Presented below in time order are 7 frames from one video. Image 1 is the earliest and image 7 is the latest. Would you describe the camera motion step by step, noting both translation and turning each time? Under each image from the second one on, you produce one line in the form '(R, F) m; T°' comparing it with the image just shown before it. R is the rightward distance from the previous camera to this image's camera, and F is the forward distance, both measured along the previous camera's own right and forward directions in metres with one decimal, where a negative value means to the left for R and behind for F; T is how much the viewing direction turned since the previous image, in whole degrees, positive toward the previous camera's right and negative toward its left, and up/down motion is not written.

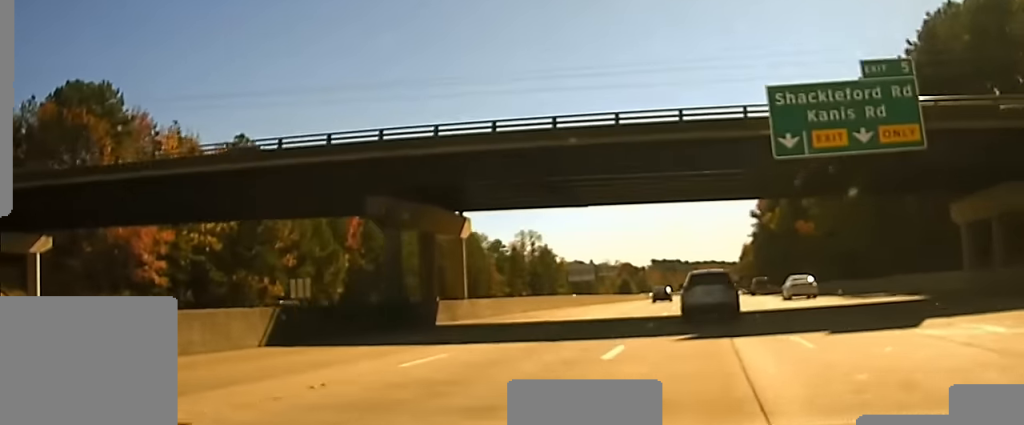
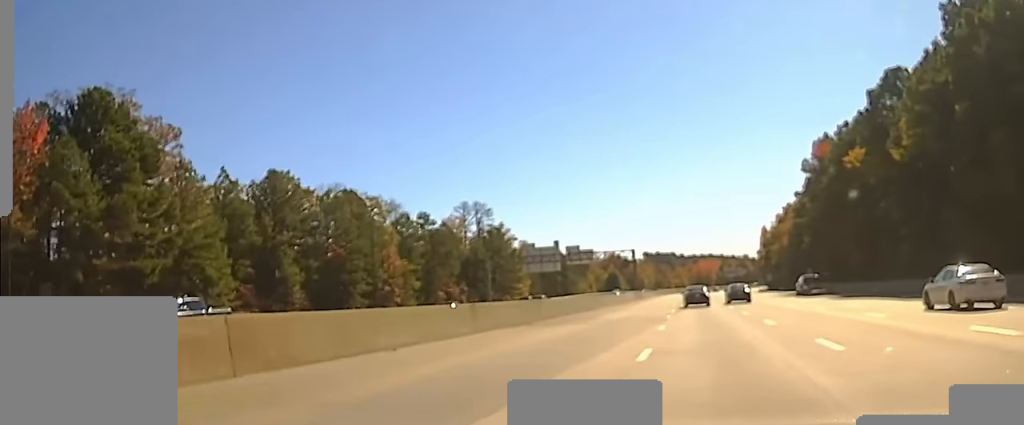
(+0.3, +65.8) m; +1°
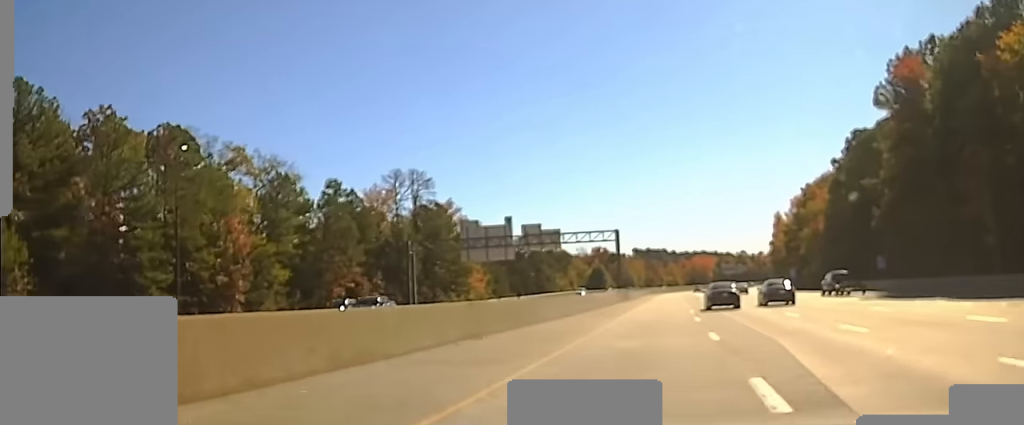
(+0.2, +49.4) m; 0°
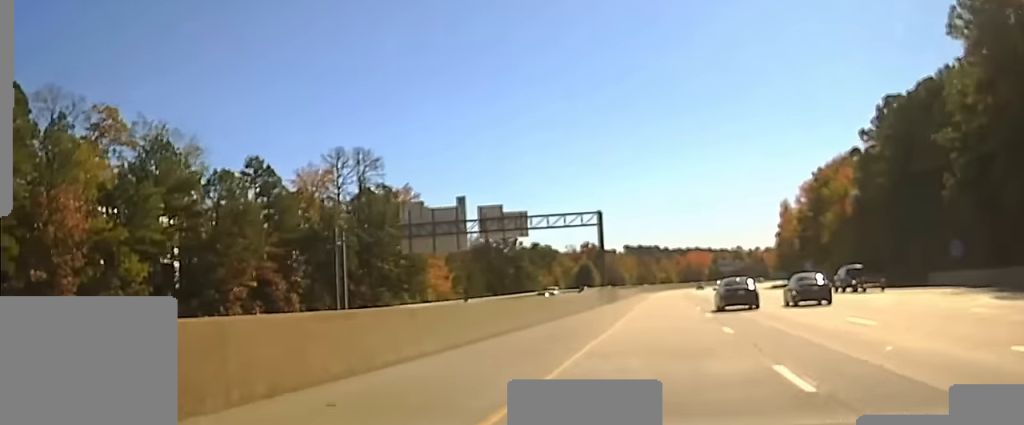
(+0.1, +25.9) m; +1°
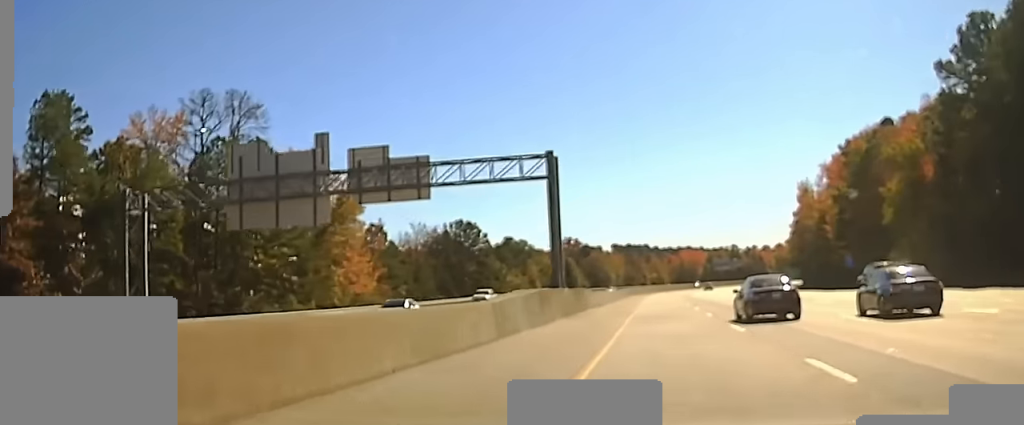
(0.0, +34.1) m; +1°
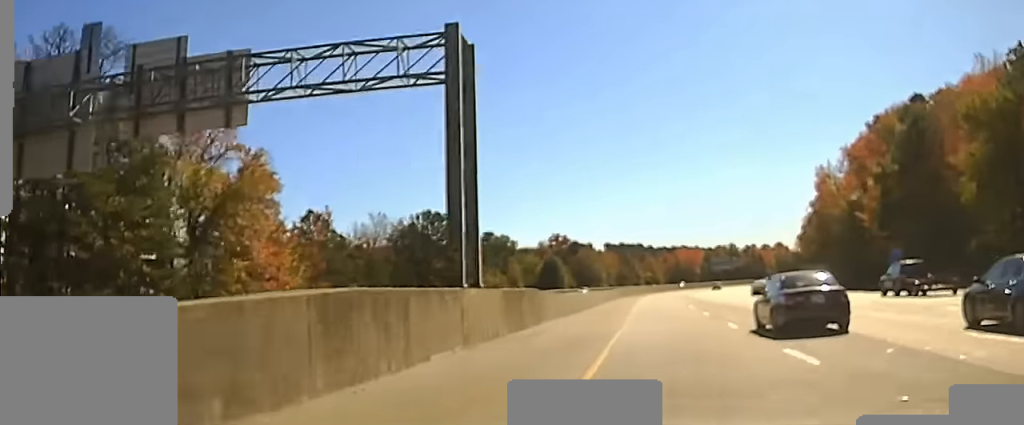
(+0.4, +23.7) m; +1°
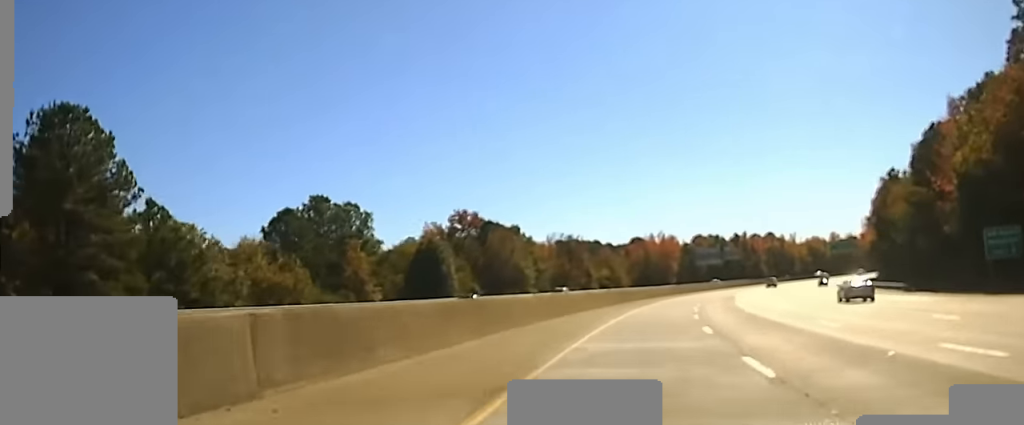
(+2.3, +98.2) m; +4°
